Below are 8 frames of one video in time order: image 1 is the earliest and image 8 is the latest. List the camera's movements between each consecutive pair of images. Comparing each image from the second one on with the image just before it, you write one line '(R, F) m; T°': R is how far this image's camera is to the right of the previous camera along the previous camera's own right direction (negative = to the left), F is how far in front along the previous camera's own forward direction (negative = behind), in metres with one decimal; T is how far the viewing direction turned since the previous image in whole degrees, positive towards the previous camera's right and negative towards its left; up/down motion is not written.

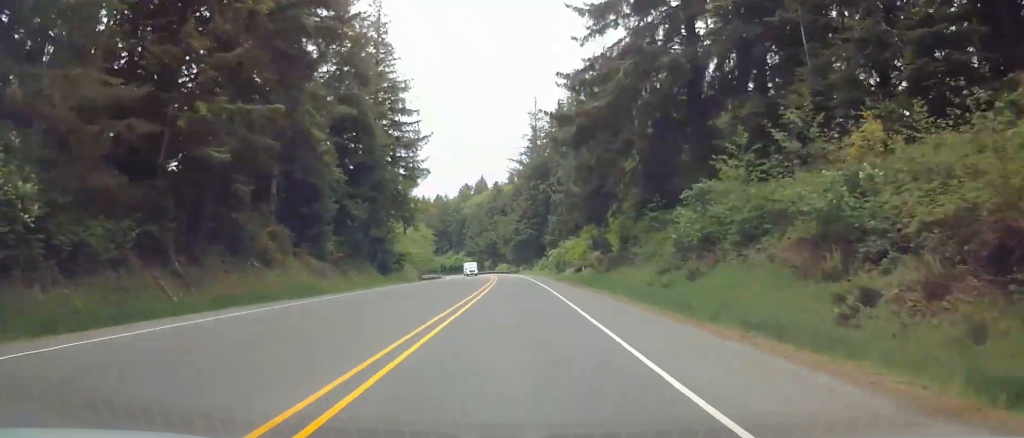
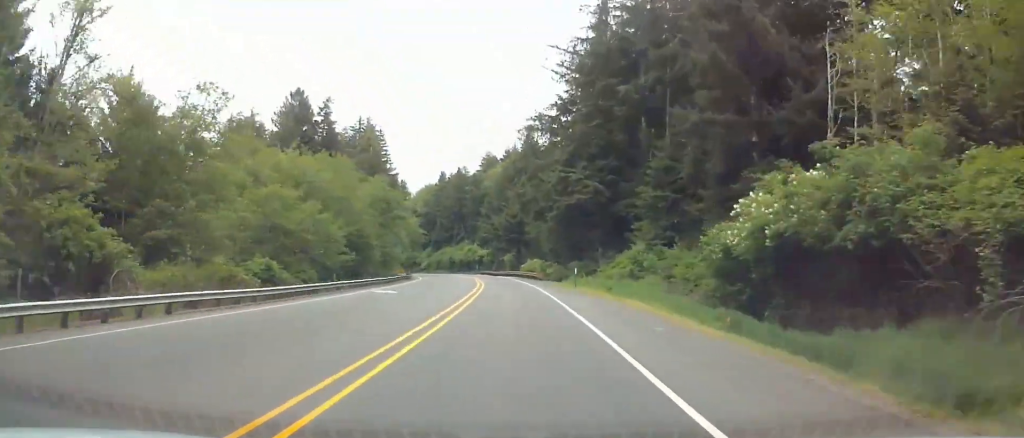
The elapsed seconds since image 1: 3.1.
(-0.9, +83.1) m; -1°
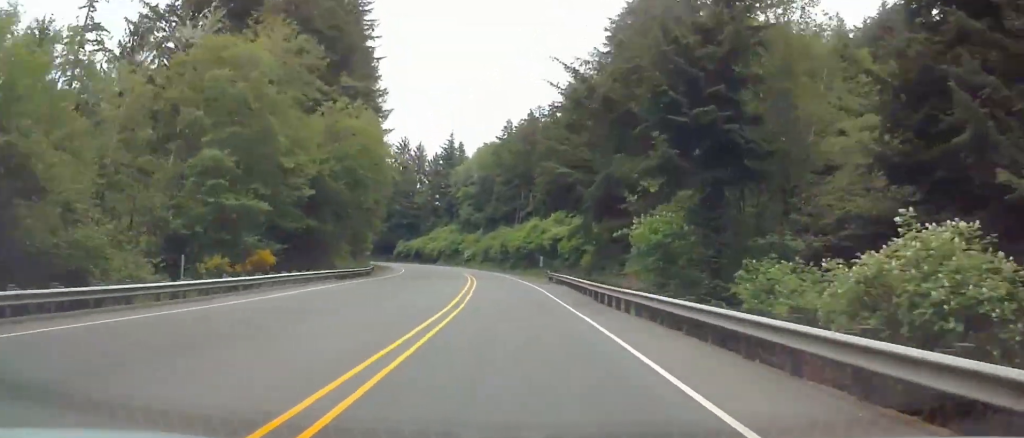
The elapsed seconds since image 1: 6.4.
(-0.5, +87.7) m; -2°
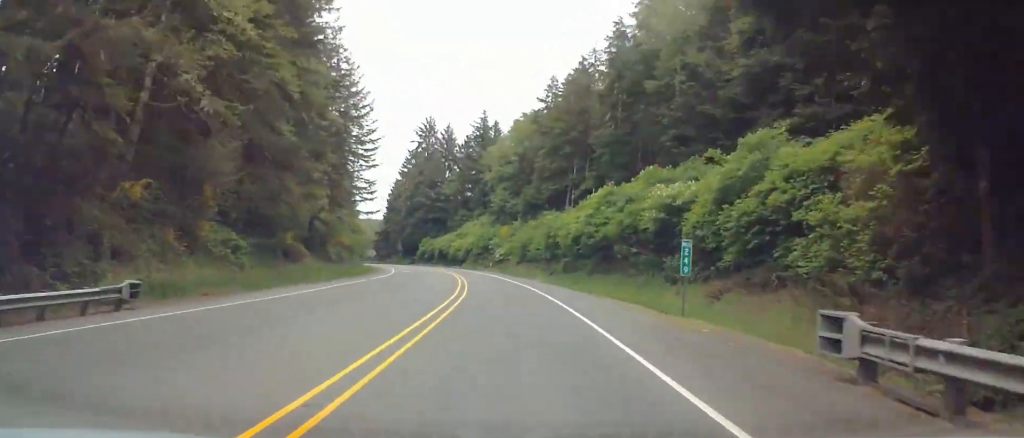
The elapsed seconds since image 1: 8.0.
(+0.5, +43.4) m; -5°
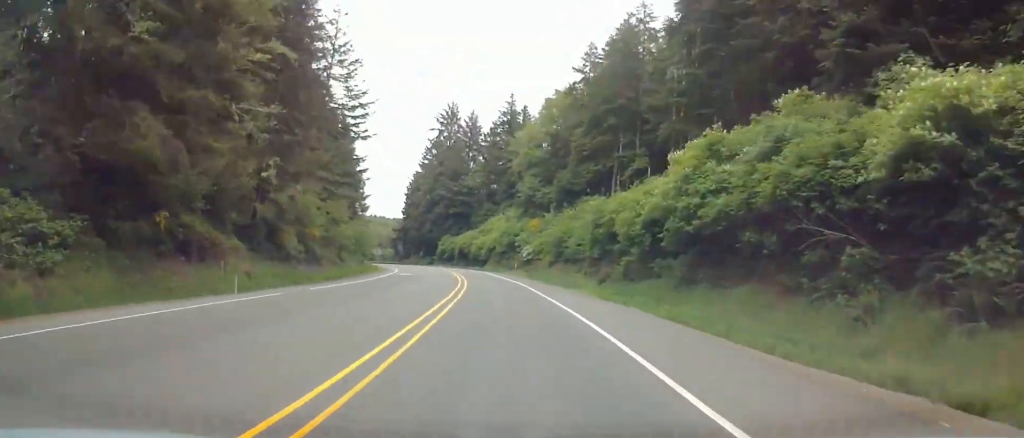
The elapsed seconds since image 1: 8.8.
(-2.0, +21.9) m; -2°
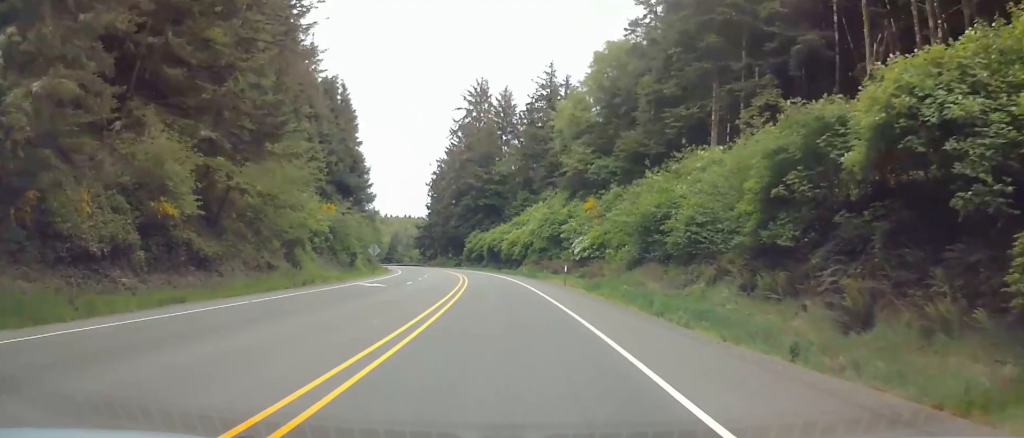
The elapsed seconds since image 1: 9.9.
(-1.7, +31.1) m; -3°
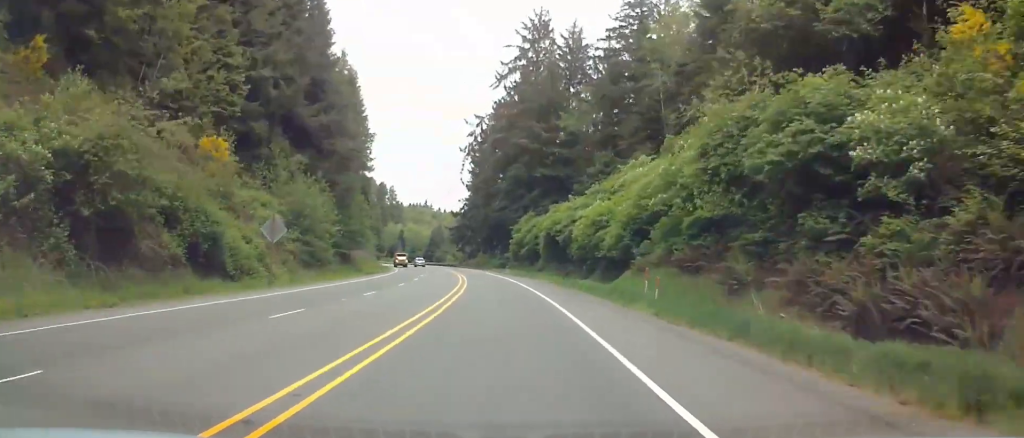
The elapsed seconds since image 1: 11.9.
(+0.1, +53.0) m; -5°
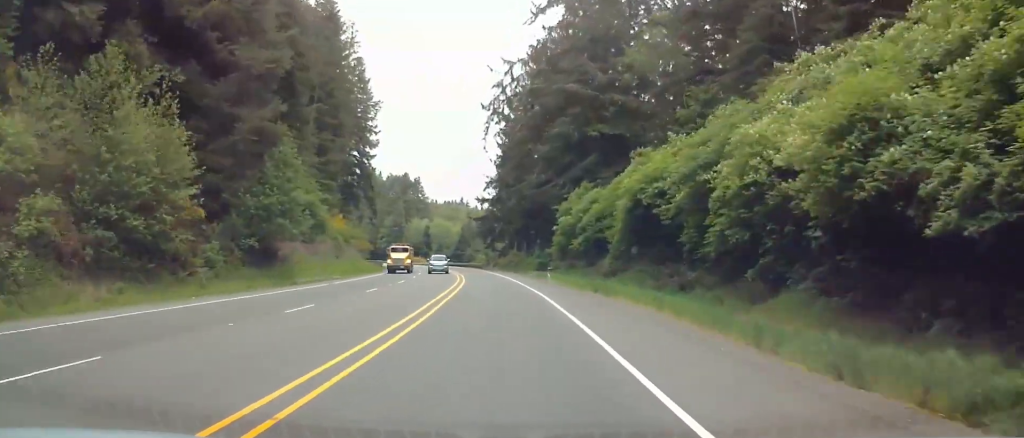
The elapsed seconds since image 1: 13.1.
(-3.0, +34.2) m; -4°
